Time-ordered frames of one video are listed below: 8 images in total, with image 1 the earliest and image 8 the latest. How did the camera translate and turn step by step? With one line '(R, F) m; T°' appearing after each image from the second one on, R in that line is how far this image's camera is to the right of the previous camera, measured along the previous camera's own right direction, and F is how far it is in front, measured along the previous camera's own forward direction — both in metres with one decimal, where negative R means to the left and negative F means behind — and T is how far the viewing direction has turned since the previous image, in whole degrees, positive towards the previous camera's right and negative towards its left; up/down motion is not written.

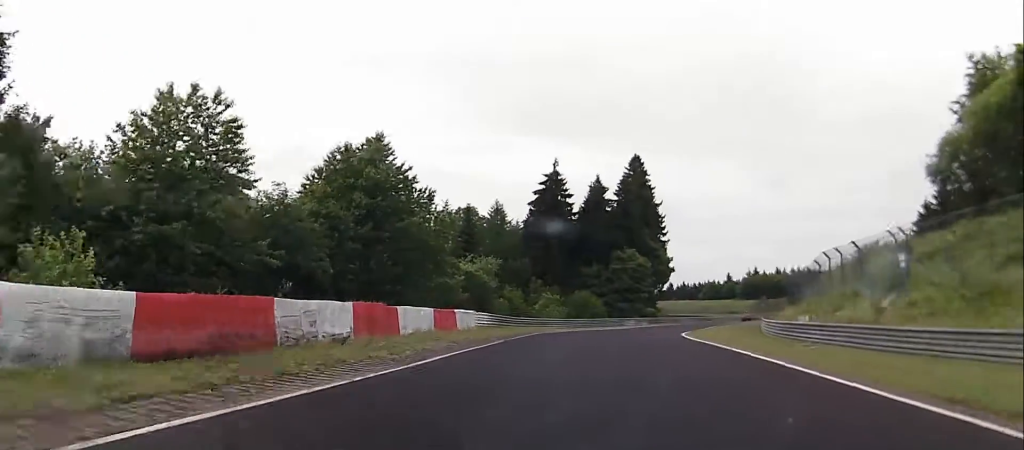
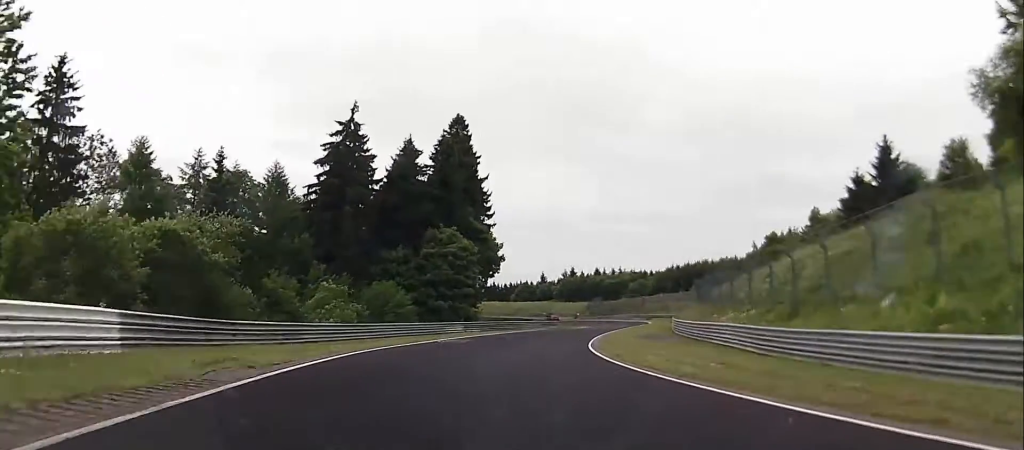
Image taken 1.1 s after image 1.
(+4.8, +26.7) m; +17°
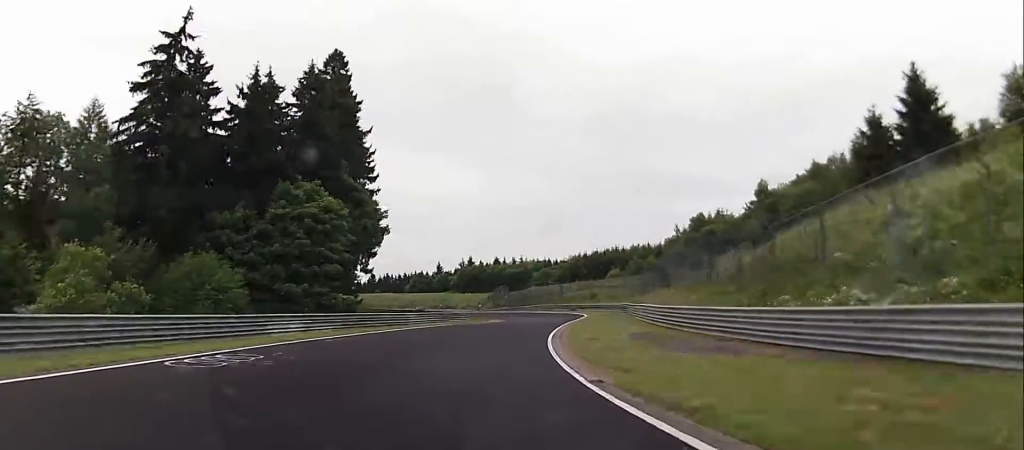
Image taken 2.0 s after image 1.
(+2.0, +21.8) m; +8°
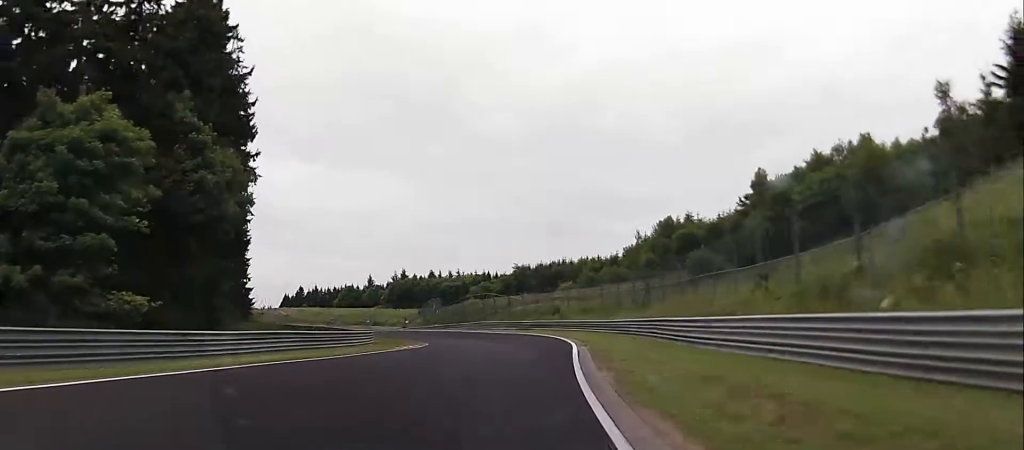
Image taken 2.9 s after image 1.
(+1.4, +23.6) m; +4°
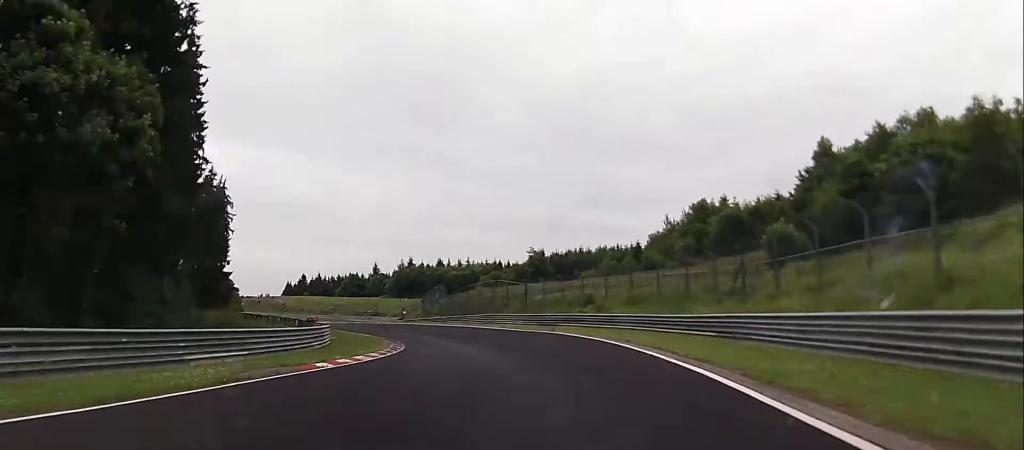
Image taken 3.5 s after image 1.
(+0.4, +15.8) m; 0°
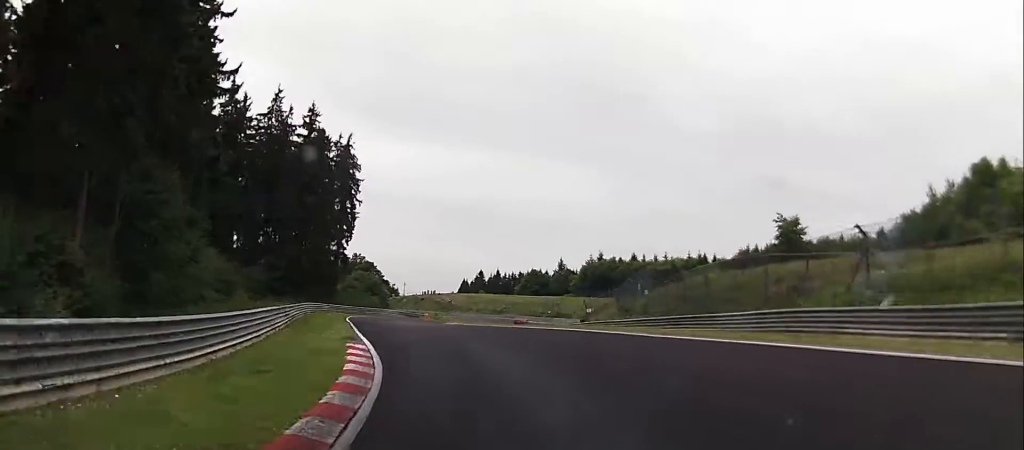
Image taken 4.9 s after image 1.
(-2.0, +37.4) m; -8°
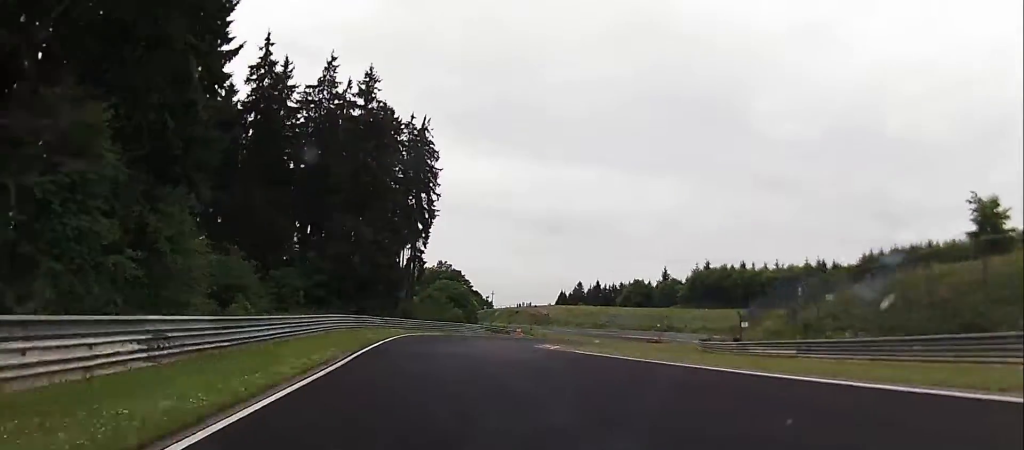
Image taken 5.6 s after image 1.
(-0.8, +19.8) m; -6°
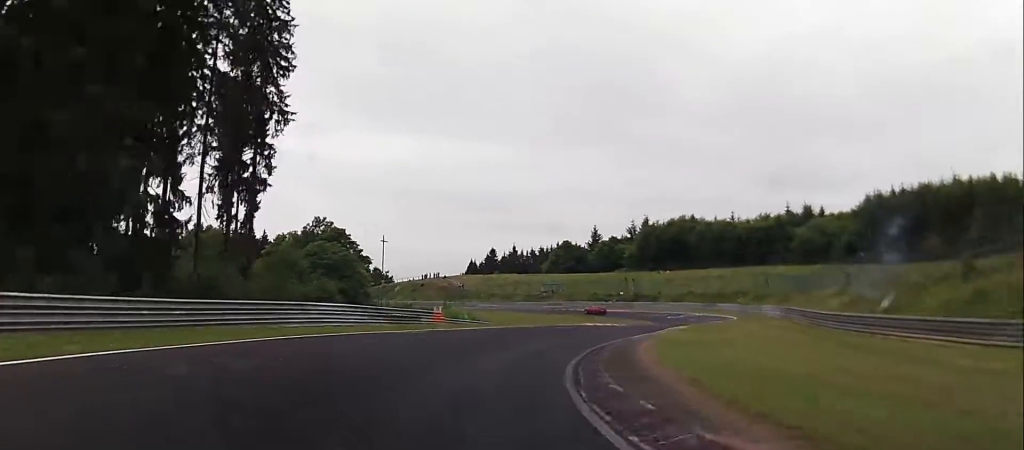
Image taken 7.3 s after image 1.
(-3.5, +45.4) m; +1°
